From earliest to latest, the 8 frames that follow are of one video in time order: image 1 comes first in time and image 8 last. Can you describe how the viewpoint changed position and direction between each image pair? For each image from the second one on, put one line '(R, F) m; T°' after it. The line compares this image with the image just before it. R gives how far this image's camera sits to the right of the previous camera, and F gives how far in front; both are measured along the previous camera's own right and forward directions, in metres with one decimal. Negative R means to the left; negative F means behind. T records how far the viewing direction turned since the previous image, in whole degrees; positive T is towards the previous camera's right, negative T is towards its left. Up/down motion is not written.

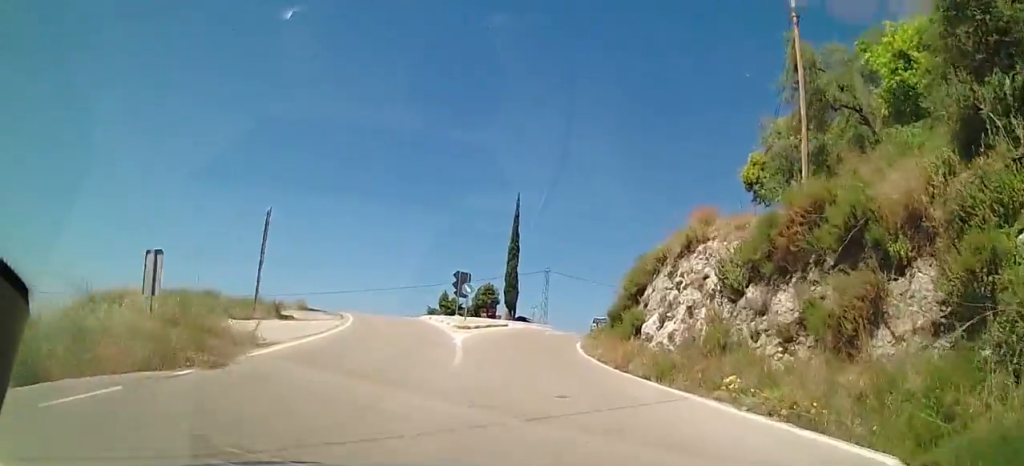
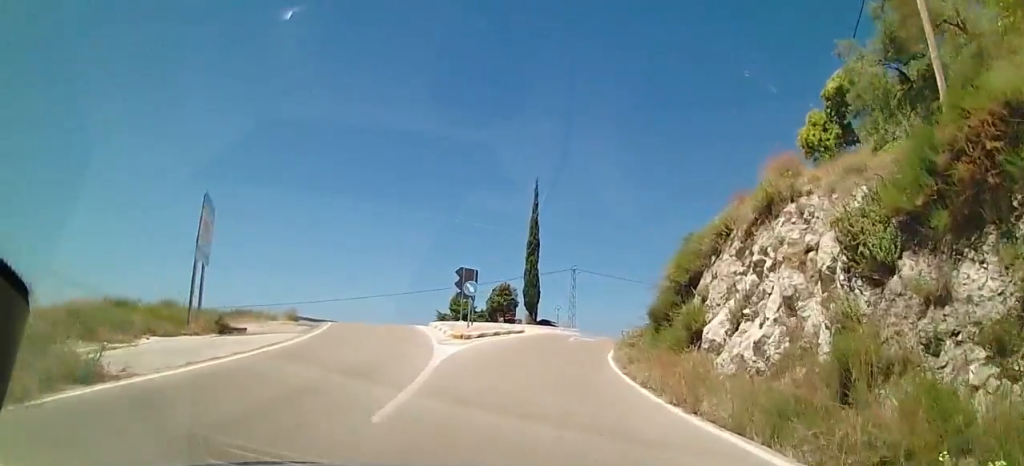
(-0.3, +6.0) m; -2°
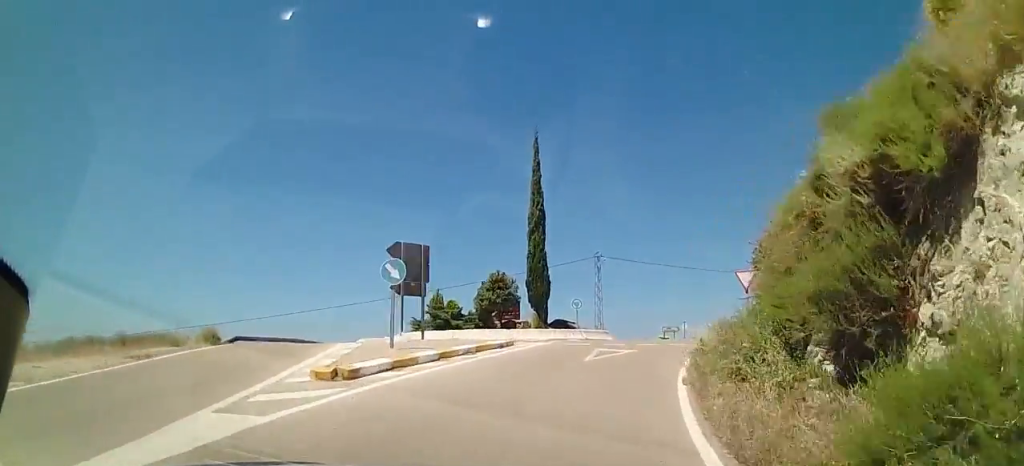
(-0.1, +11.7) m; -2°
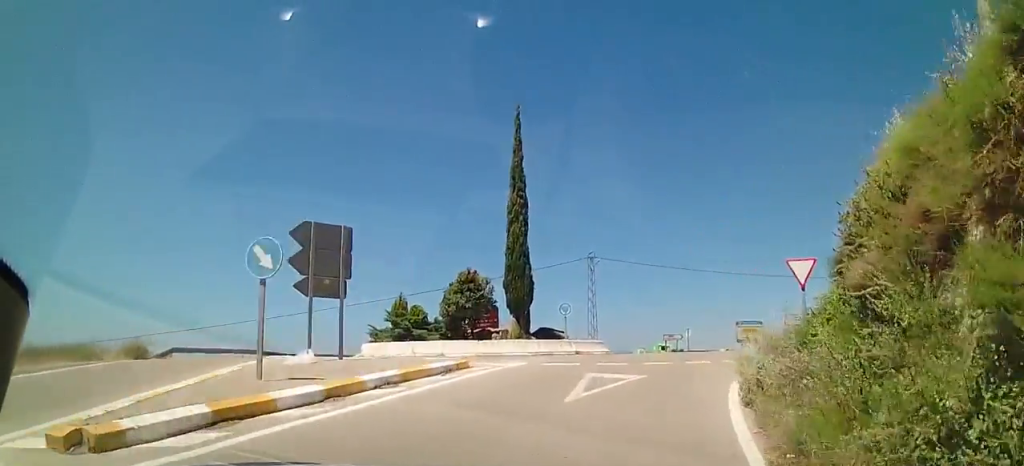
(-0.2, +5.3) m; 0°
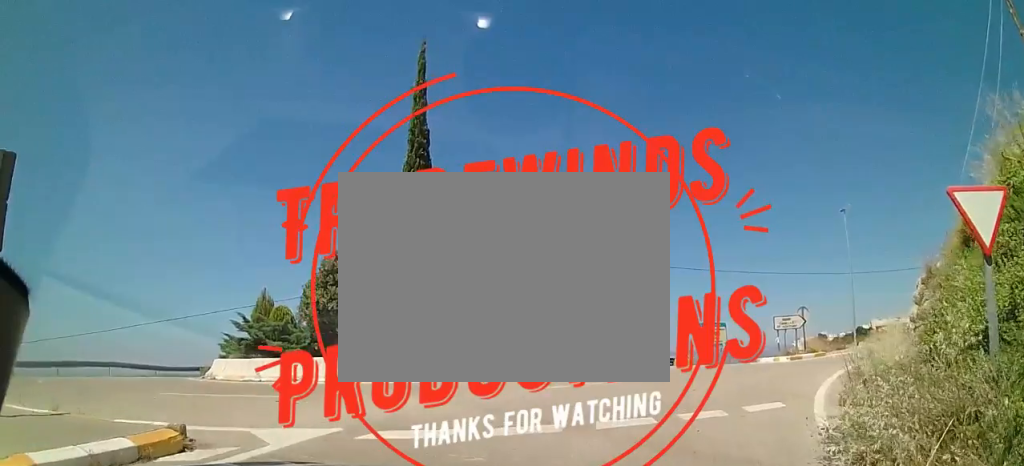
(+0.4, +9.4) m; +3°
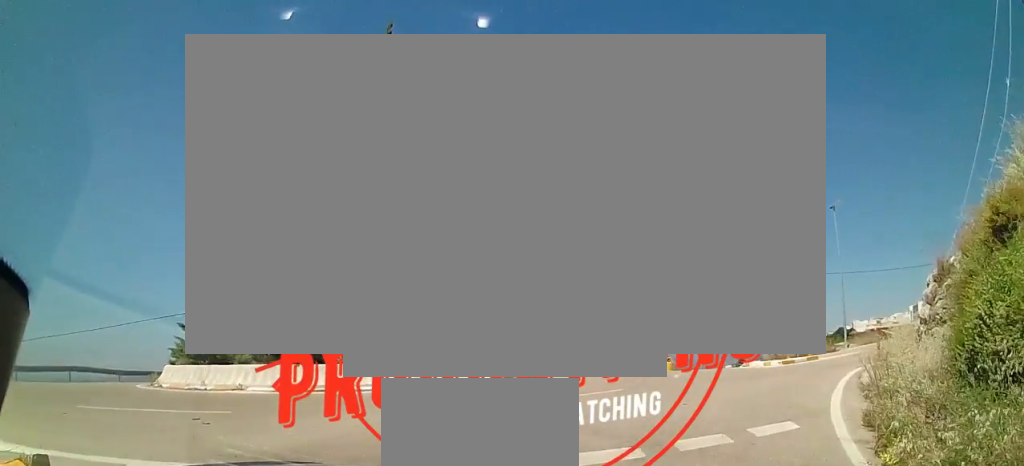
(0.0, +2.8) m; +3°
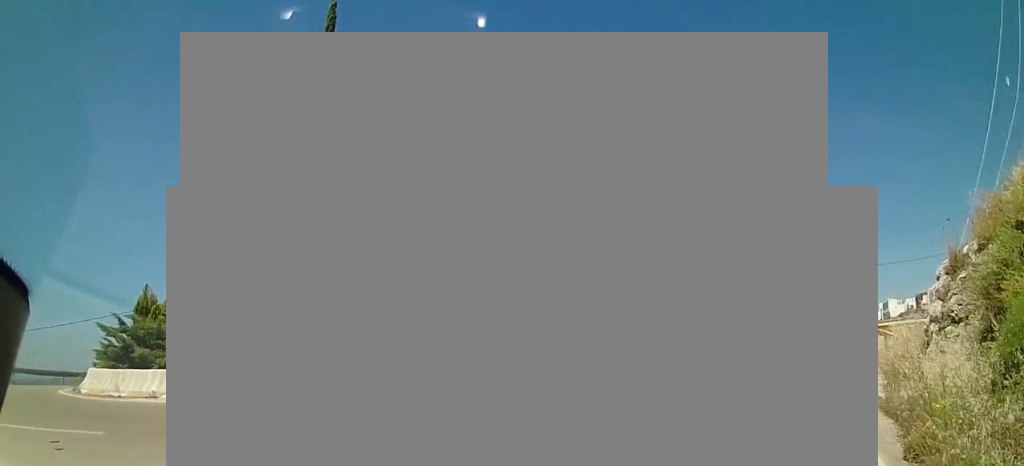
(+0.2, +2.7) m; +18°
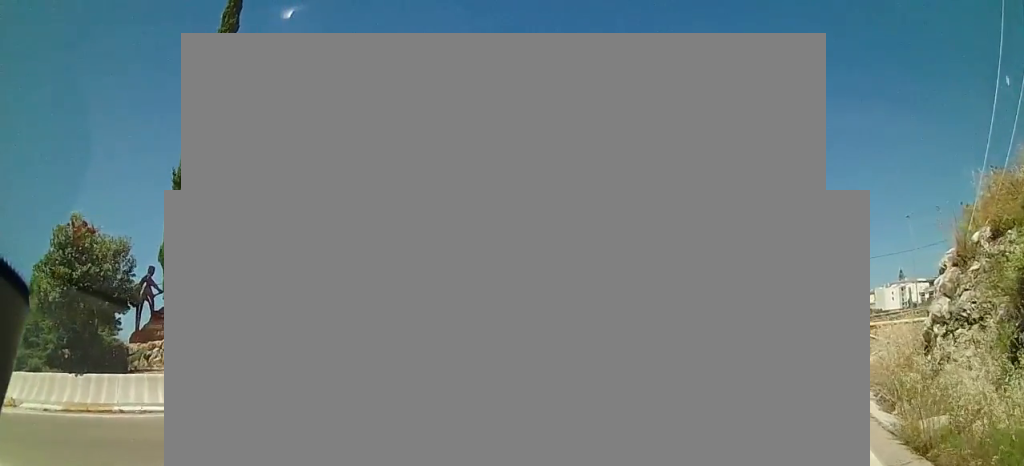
(+0.8, +2.3) m; +19°
